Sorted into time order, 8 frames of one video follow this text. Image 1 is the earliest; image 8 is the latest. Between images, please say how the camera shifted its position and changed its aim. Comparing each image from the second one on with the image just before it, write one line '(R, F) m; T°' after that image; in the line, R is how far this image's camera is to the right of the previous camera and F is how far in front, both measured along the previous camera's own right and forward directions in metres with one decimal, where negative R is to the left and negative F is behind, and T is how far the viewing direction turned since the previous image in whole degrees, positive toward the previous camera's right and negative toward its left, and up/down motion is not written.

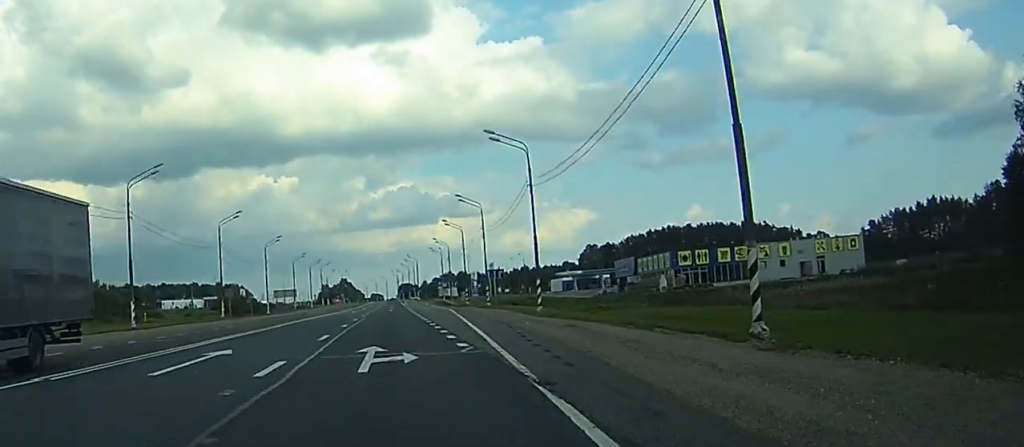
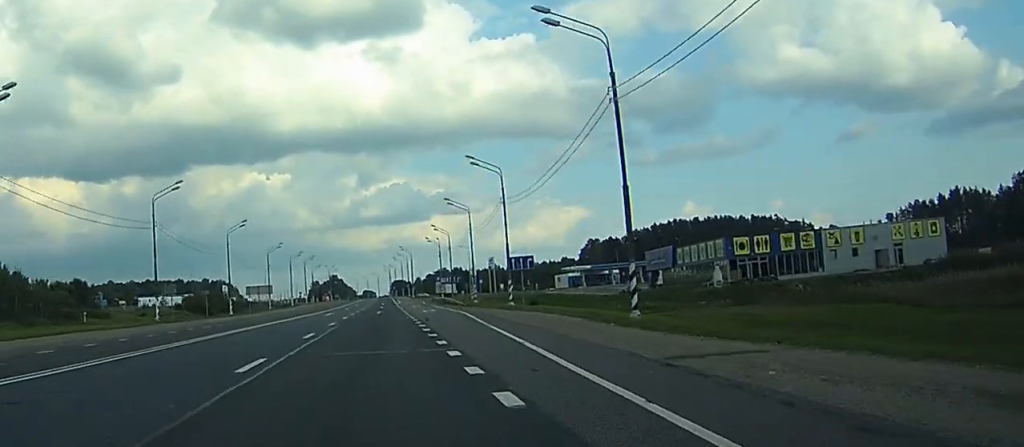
(+0.1, +22.1) m; +2°
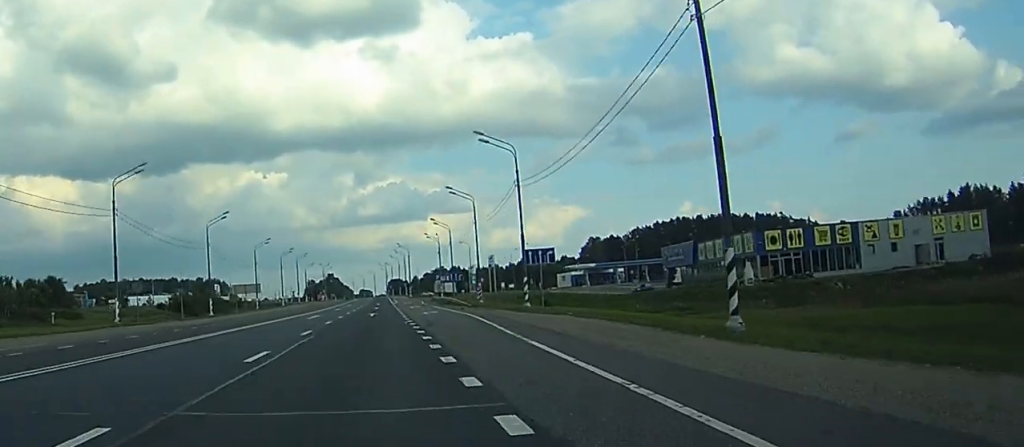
(+0.4, +9.1) m; -1°
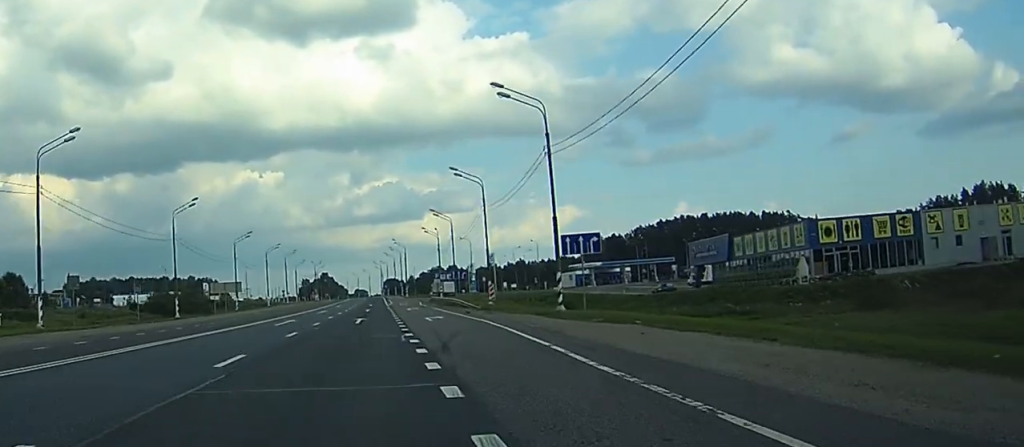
(+0.3, +12.8) m; -1°
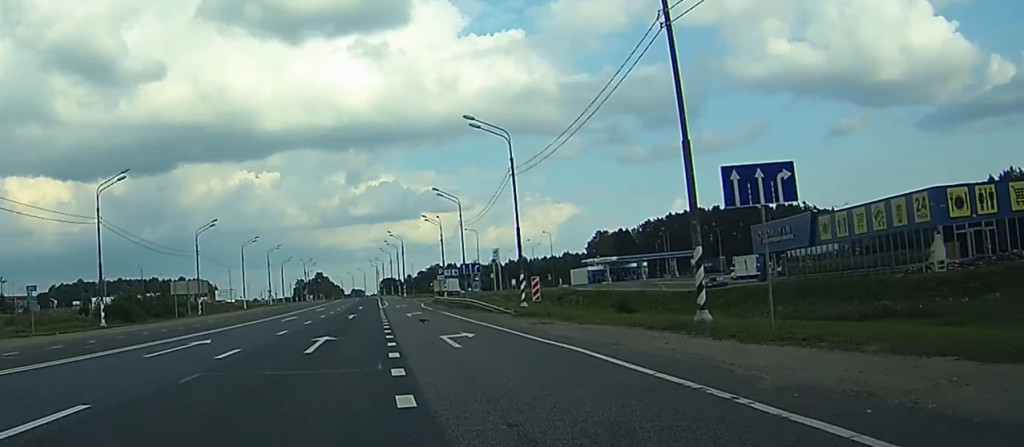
(-1.1, +21.9) m; -1°
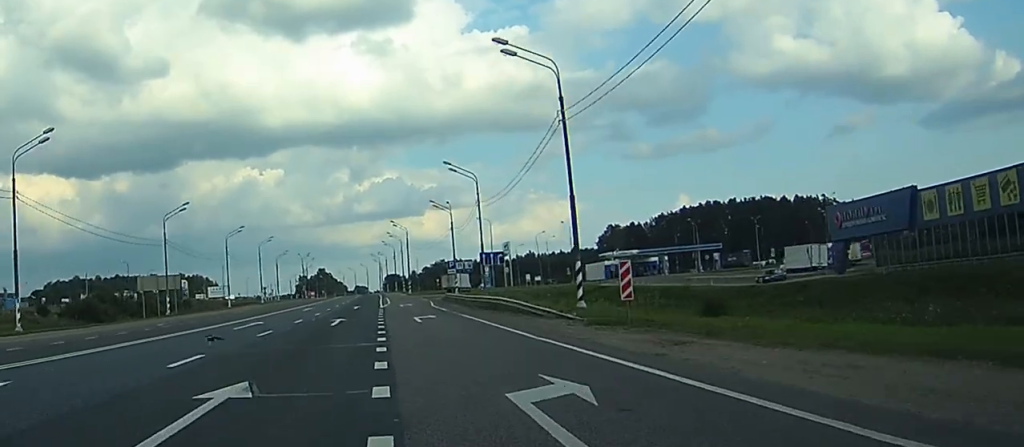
(+0.5, +16.3) m; +2°
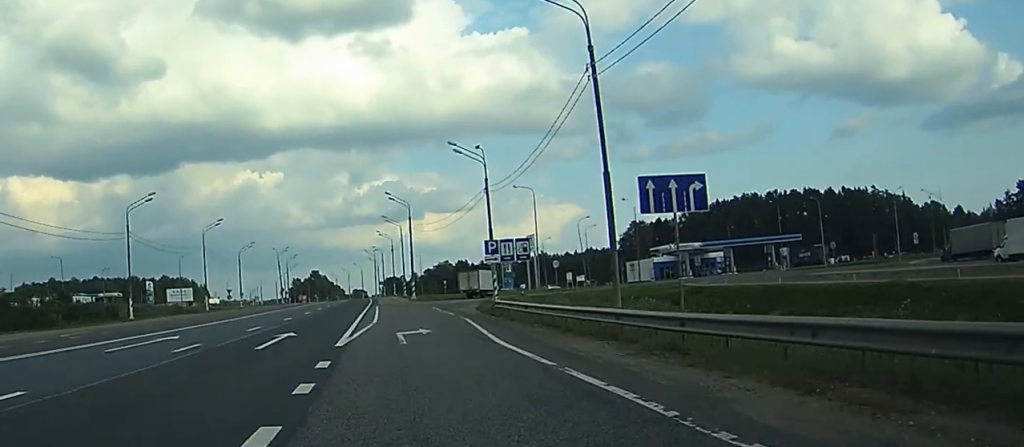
(+0.4, +44.8) m; 0°
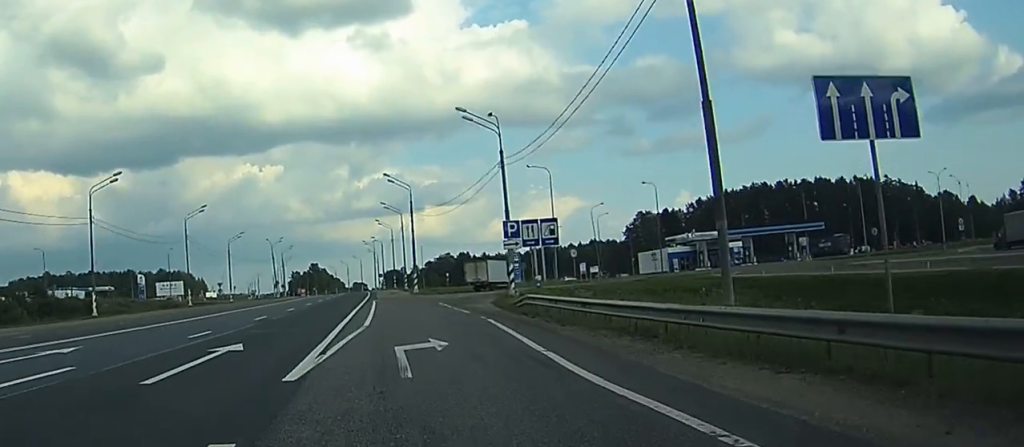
(0.0, +9.5) m; 0°
